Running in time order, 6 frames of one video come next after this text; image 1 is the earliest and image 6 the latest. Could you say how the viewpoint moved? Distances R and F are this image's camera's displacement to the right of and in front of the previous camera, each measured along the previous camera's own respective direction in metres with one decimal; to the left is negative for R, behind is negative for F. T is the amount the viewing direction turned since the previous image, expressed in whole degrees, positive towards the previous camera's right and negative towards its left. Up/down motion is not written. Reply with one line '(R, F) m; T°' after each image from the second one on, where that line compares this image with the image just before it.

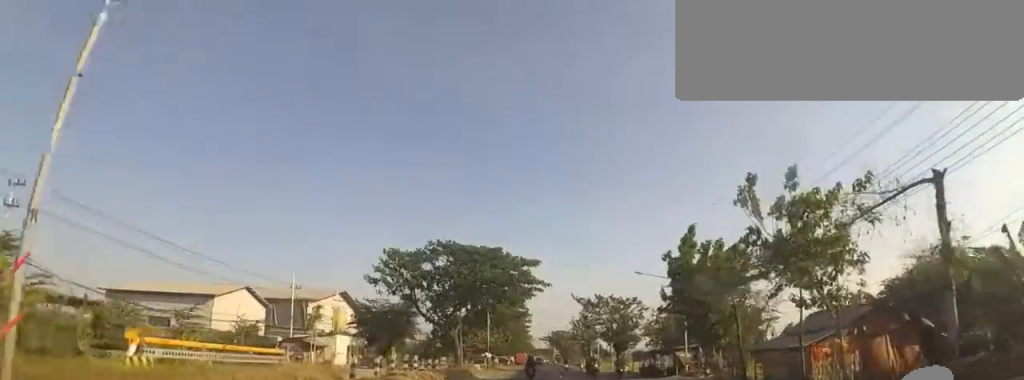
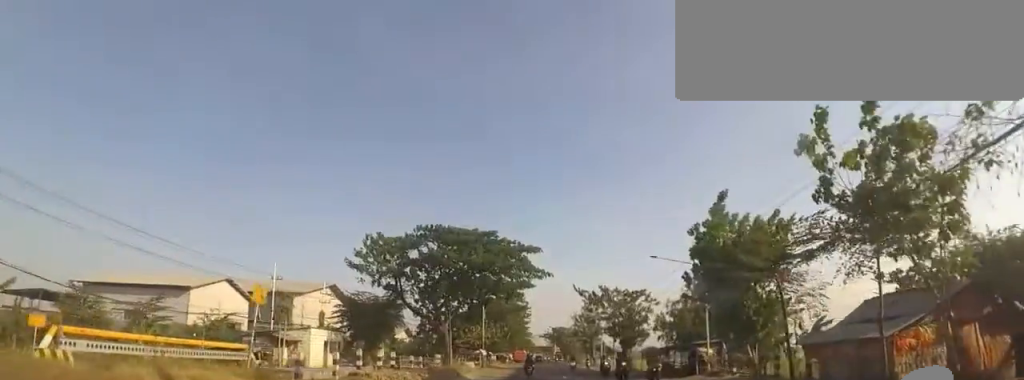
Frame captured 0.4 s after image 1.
(0.0, +4.5) m; 0°
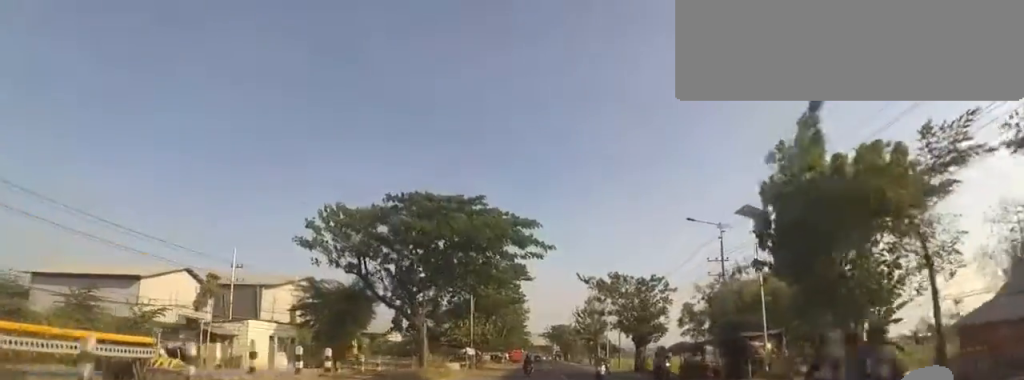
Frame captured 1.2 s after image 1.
(0.0, +7.9) m; 0°
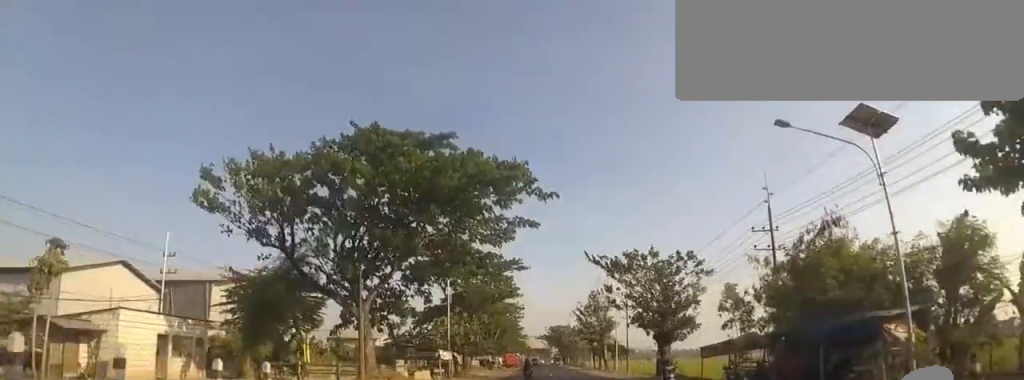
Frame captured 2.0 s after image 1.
(0.0, +9.7) m; 0°
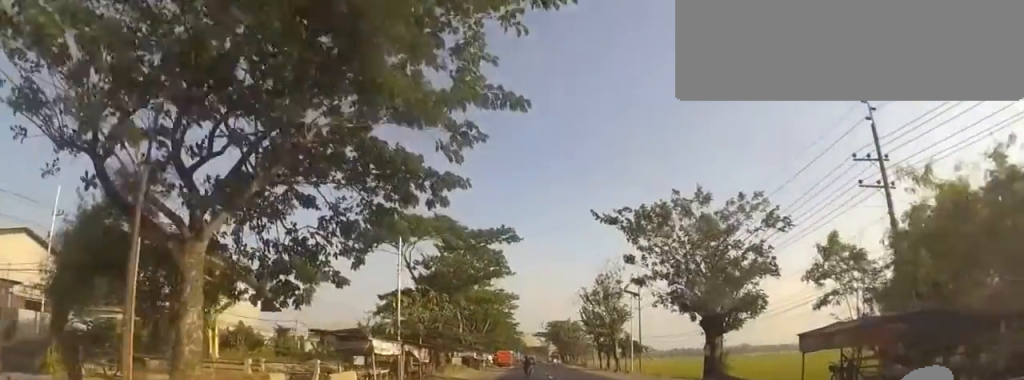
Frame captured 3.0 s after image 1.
(0.0, +11.1) m; 0°
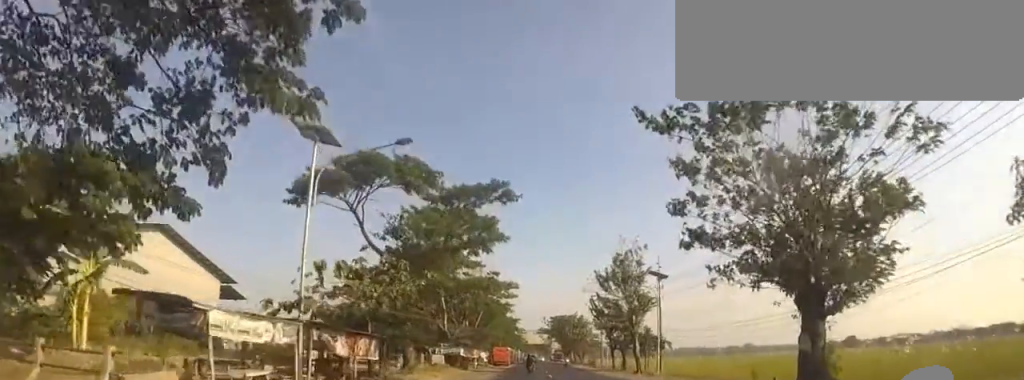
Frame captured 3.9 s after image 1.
(0.0, +9.2) m; 0°
